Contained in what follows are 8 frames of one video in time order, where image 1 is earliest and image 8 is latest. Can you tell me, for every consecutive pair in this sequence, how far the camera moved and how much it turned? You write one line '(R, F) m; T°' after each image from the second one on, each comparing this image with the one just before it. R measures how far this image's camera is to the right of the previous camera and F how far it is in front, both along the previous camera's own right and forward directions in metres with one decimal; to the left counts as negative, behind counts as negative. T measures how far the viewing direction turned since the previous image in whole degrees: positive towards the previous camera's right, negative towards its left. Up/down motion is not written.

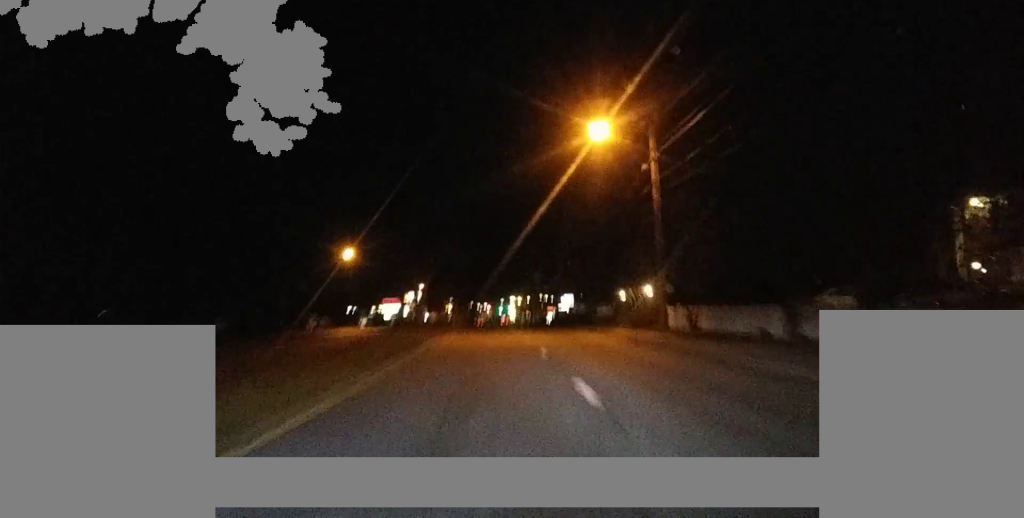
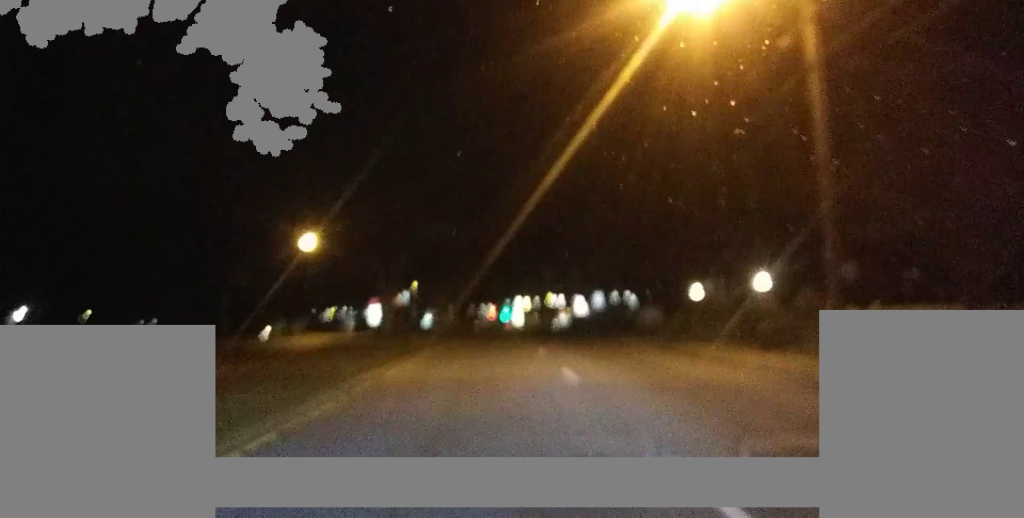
(+0.1, +19.3) m; 0°
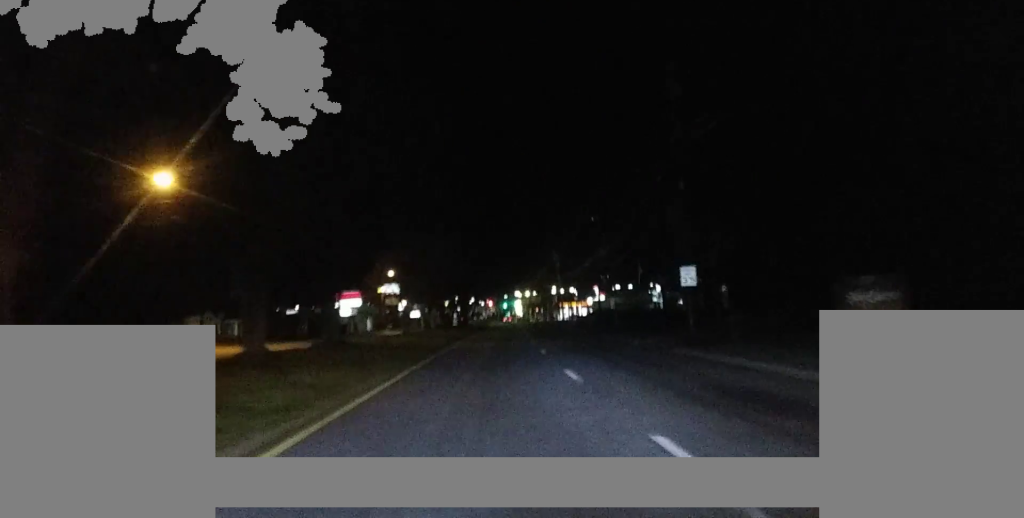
(0.0, +34.0) m; 0°
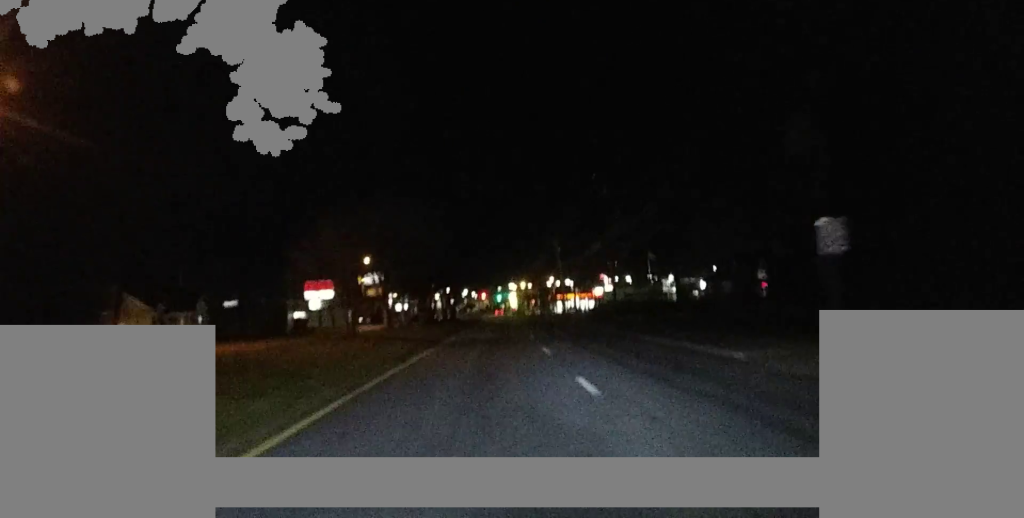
(-0.1, +16.3) m; 0°
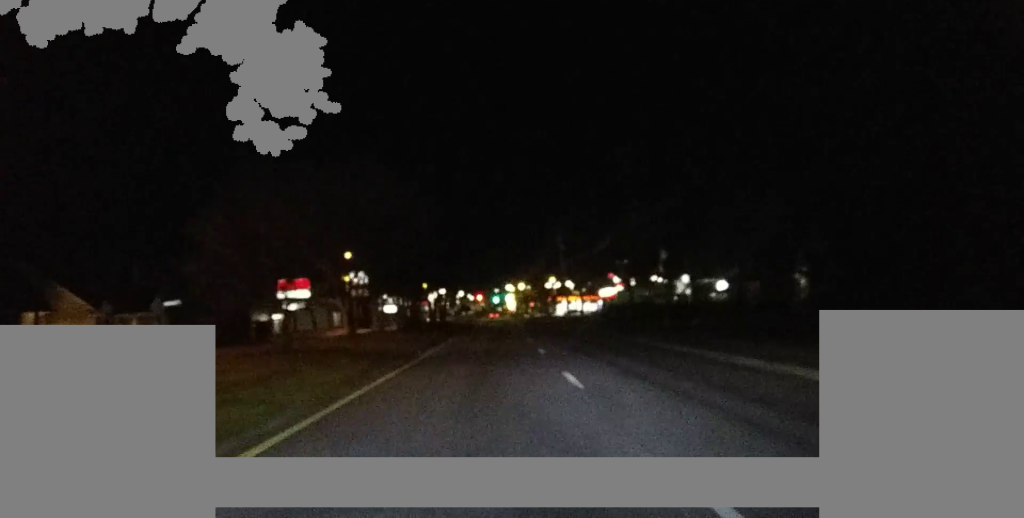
(0.0, +10.1) m; 0°
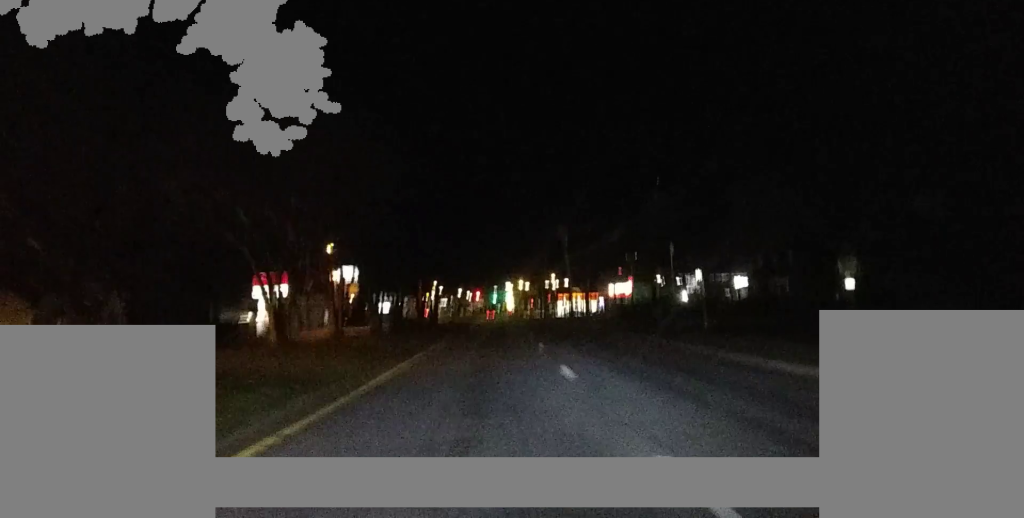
(+0.1, +11.6) m; +1°
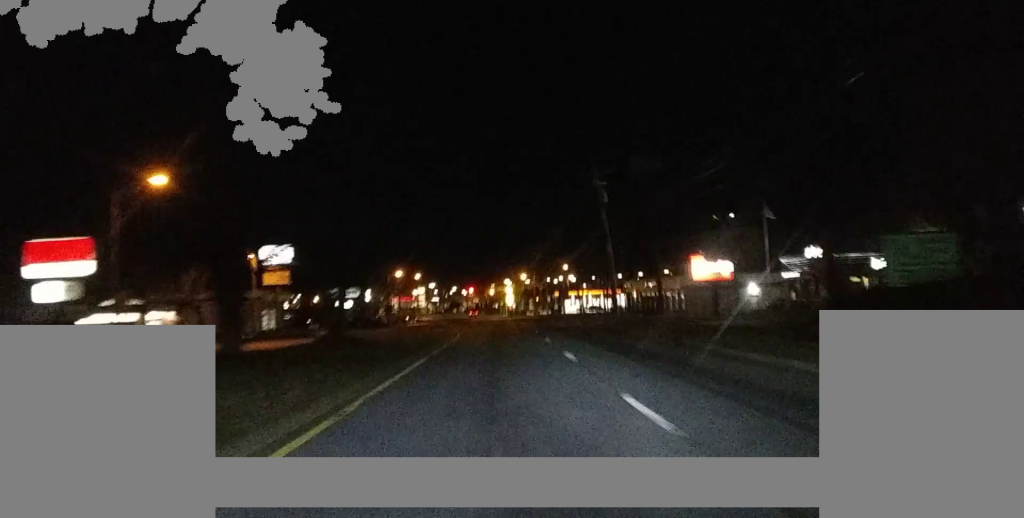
(+0.2, +40.4) m; 0°
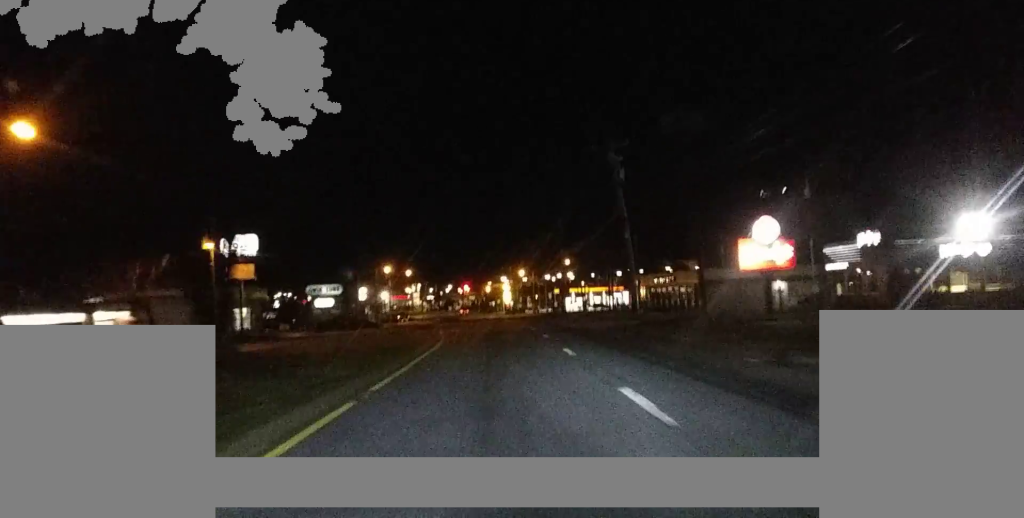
(-0.2, +10.5) m; 0°
